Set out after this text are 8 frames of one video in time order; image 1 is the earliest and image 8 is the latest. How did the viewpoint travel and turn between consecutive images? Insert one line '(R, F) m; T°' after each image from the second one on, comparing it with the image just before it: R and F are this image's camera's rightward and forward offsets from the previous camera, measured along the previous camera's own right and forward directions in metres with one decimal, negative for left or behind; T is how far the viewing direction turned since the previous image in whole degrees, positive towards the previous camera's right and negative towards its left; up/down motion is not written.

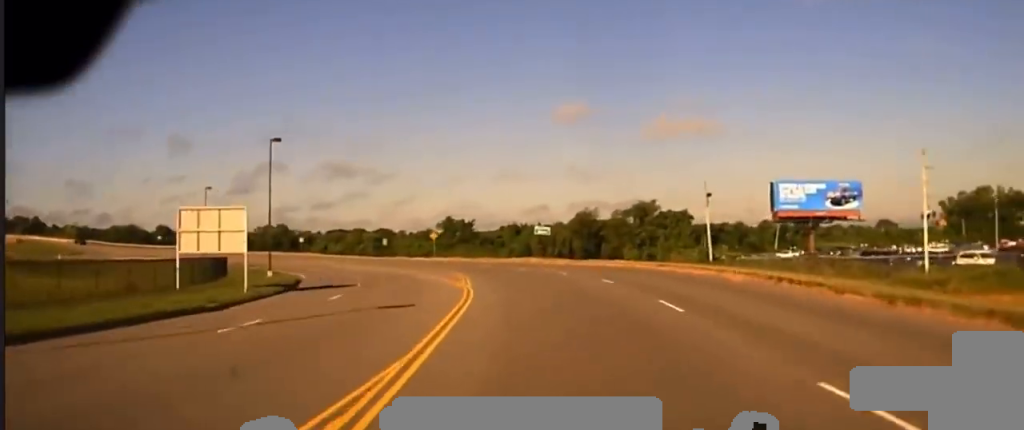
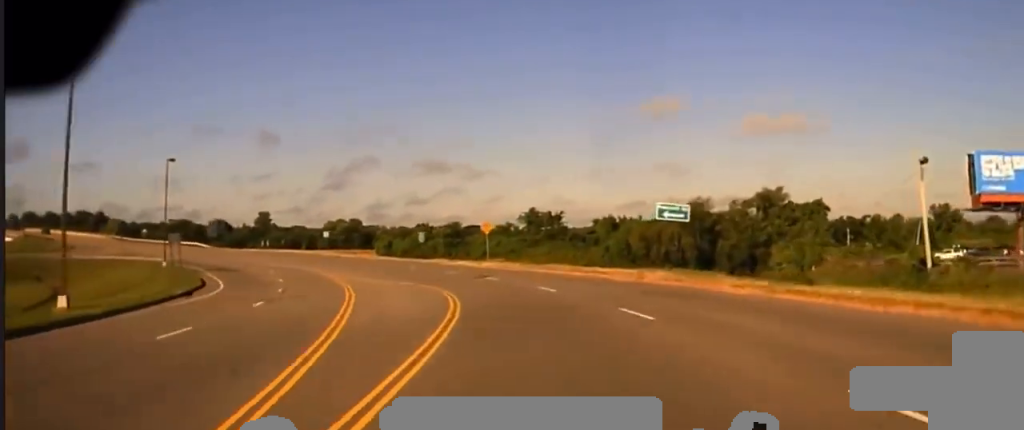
(+0.1, +39.3) m; -2°
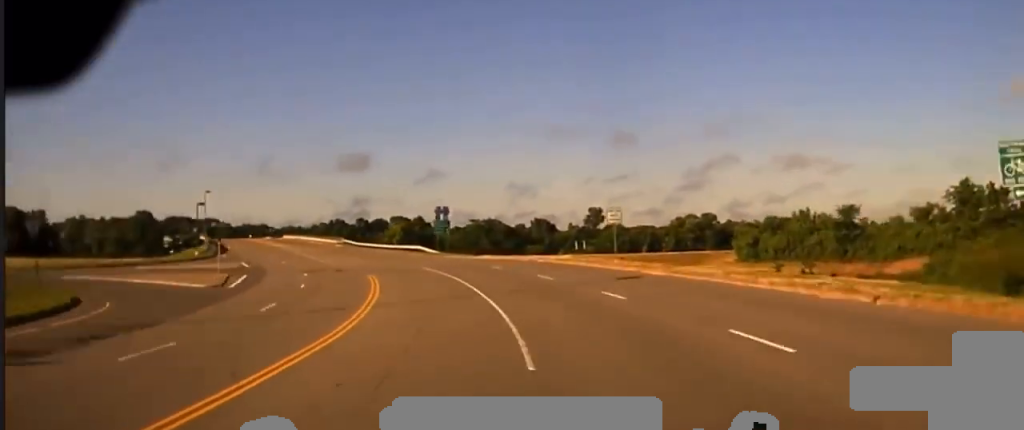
(-6.9, +58.0) m; -18°
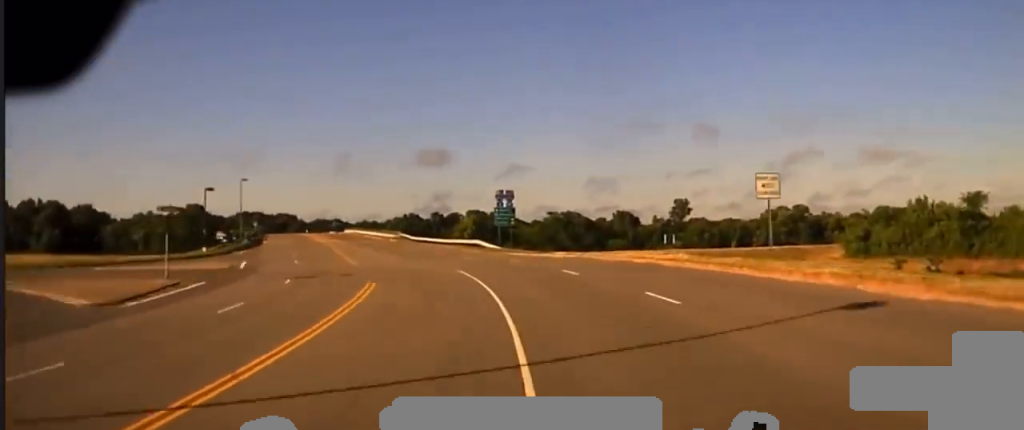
(-1.0, +15.1) m; -5°
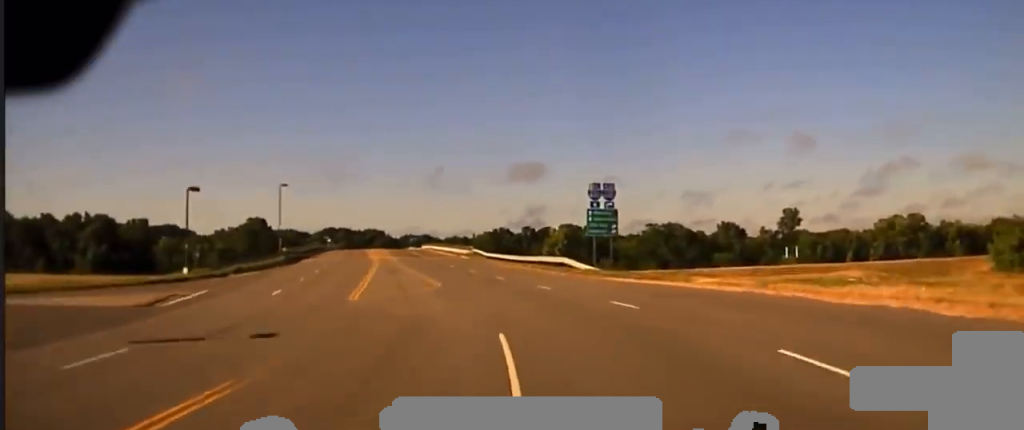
(-0.9, +19.8) m; -6°
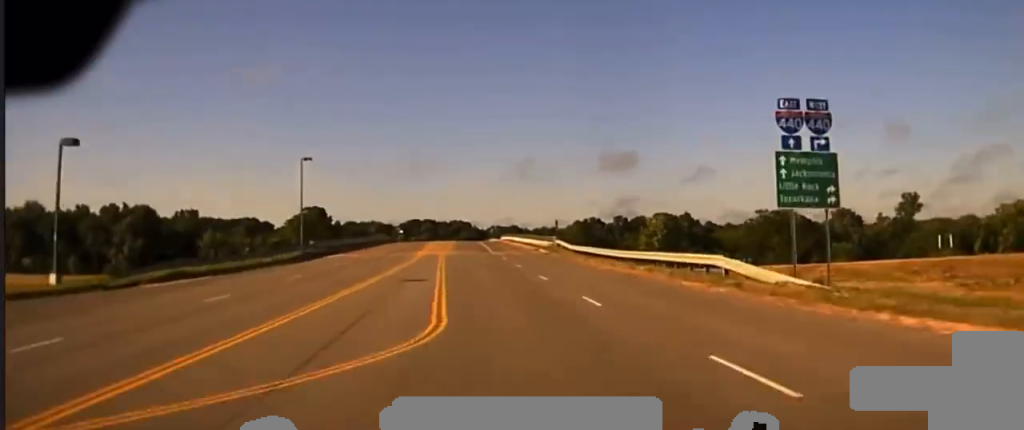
(-1.3, +23.5) m; -6°
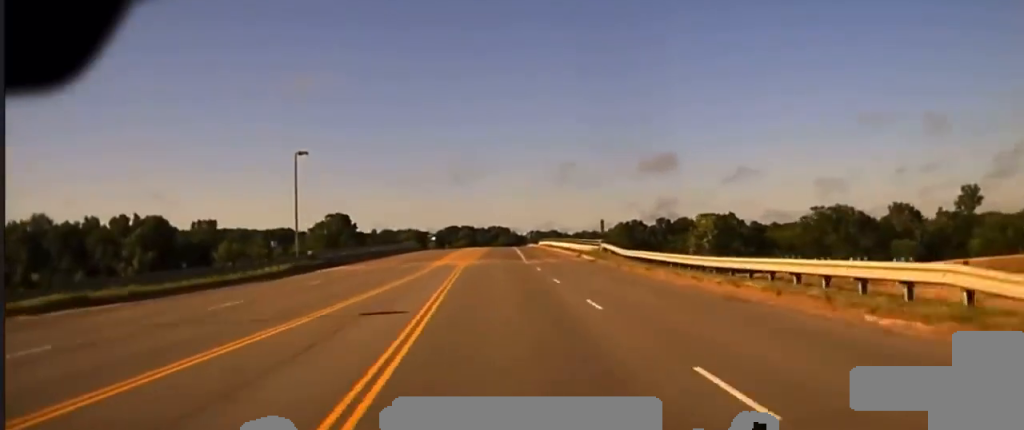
(-0.6, +14.3) m; -3°
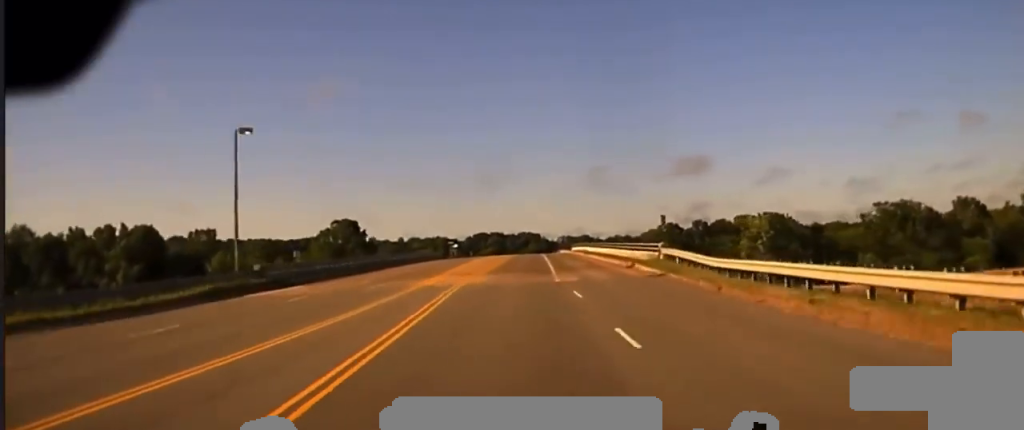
(-0.6, +18.1) m; -3°
